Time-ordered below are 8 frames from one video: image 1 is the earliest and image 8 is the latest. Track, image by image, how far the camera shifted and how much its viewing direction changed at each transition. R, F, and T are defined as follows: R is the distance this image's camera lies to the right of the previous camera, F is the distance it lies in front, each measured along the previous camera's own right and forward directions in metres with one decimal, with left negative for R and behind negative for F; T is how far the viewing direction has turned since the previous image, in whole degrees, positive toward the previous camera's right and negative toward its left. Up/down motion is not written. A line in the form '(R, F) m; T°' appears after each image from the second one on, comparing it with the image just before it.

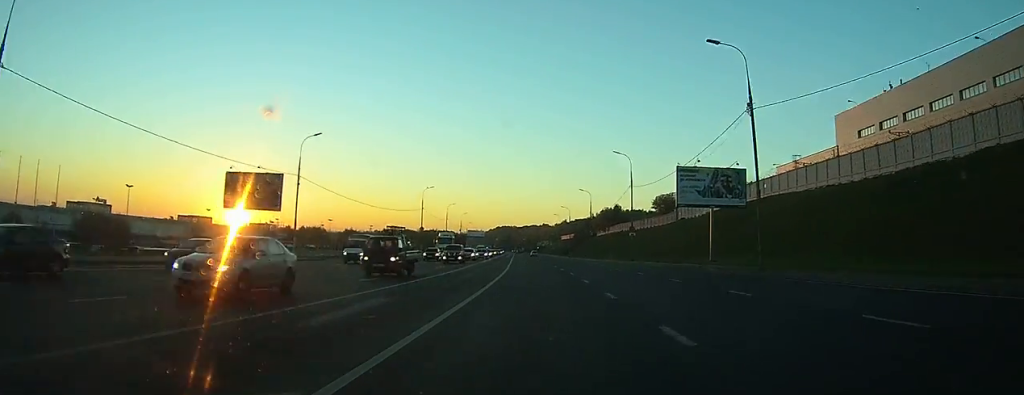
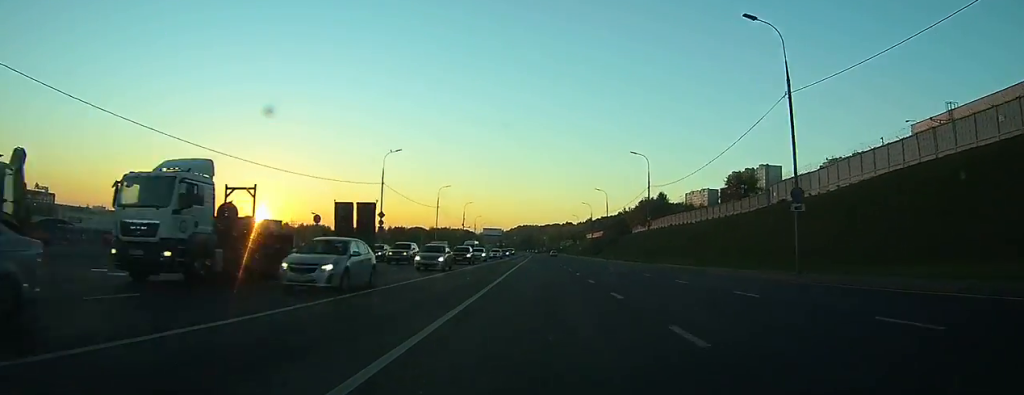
(-0.9, +41.9) m; -3°
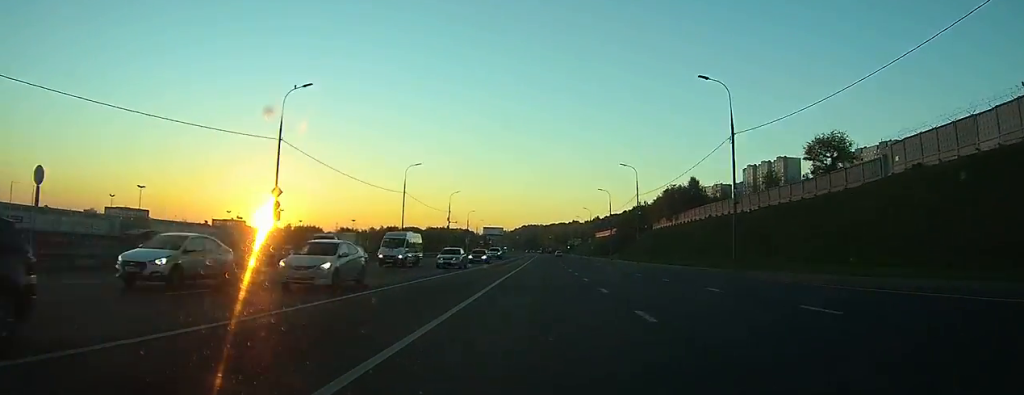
(-0.5, +29.4) m; -1°
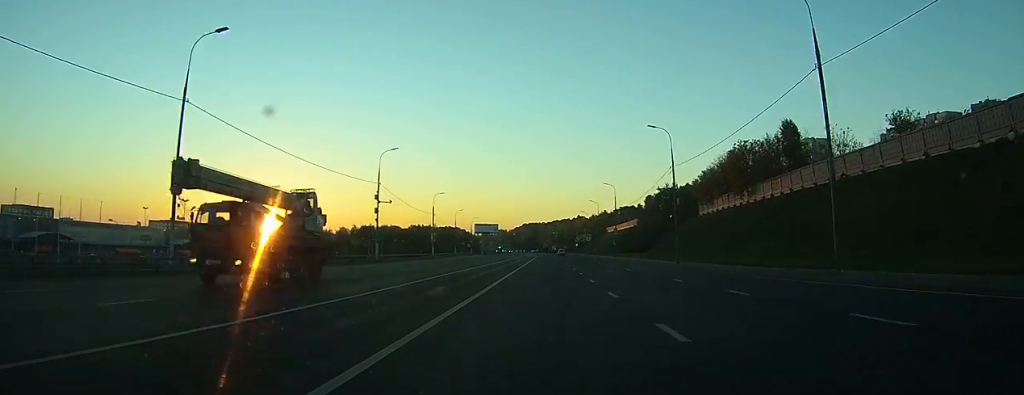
(-0.4, +51.0) m; 0°
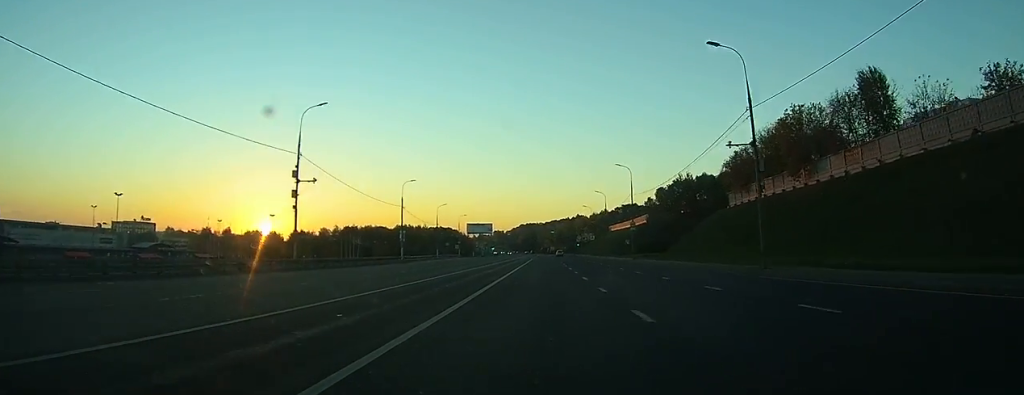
(+0.1, +21.8) m; 0°
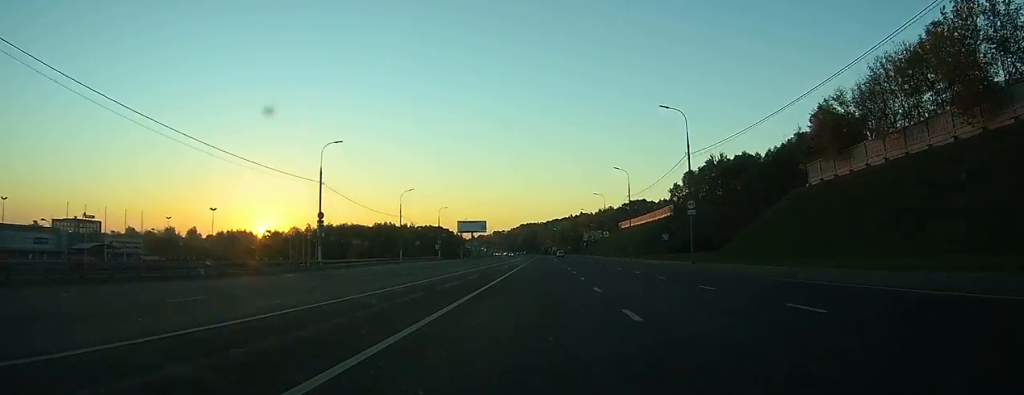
(+0.1, +31.8) m; 0°
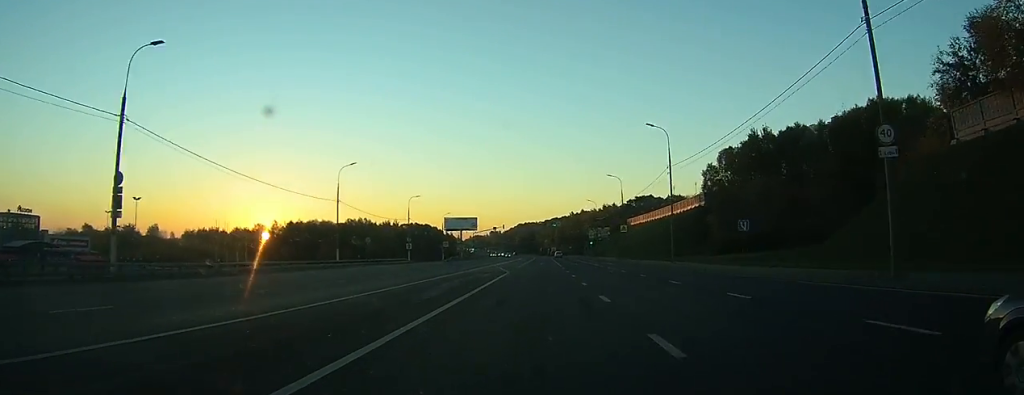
(-0.2, +28.0) m; -1°
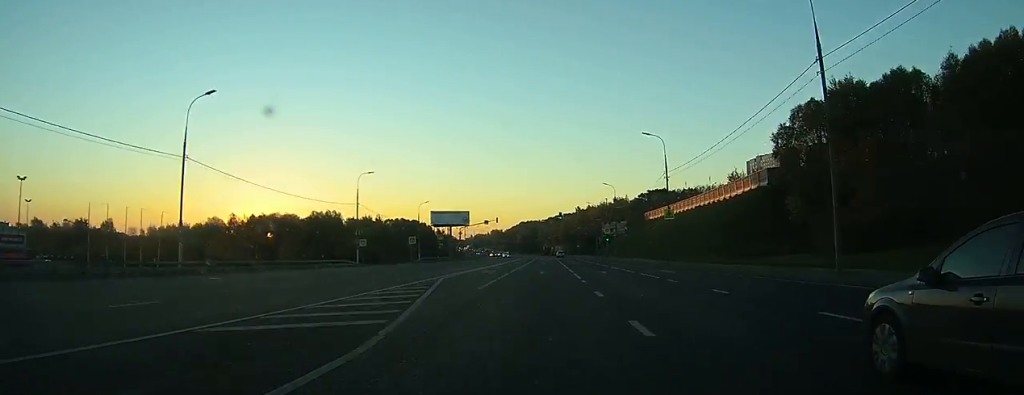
(-0.1, +30.3) m; 0°
